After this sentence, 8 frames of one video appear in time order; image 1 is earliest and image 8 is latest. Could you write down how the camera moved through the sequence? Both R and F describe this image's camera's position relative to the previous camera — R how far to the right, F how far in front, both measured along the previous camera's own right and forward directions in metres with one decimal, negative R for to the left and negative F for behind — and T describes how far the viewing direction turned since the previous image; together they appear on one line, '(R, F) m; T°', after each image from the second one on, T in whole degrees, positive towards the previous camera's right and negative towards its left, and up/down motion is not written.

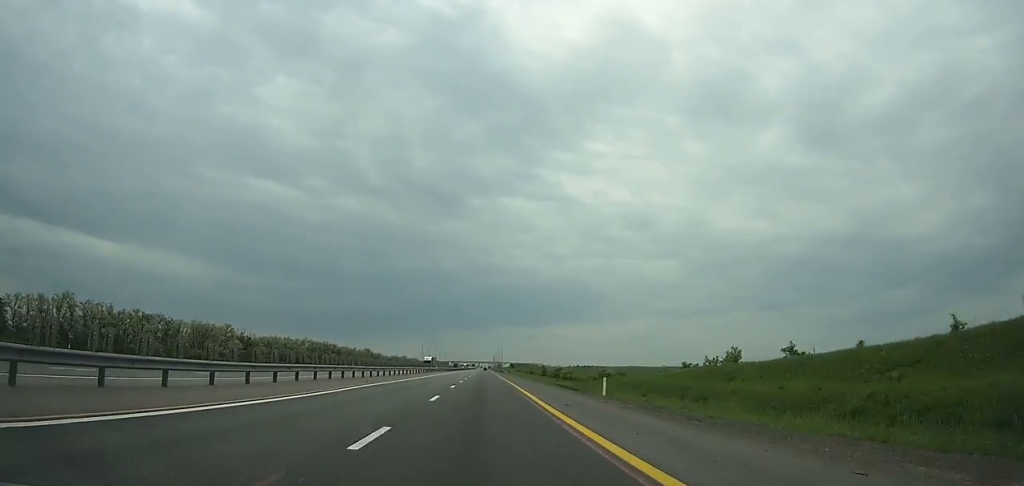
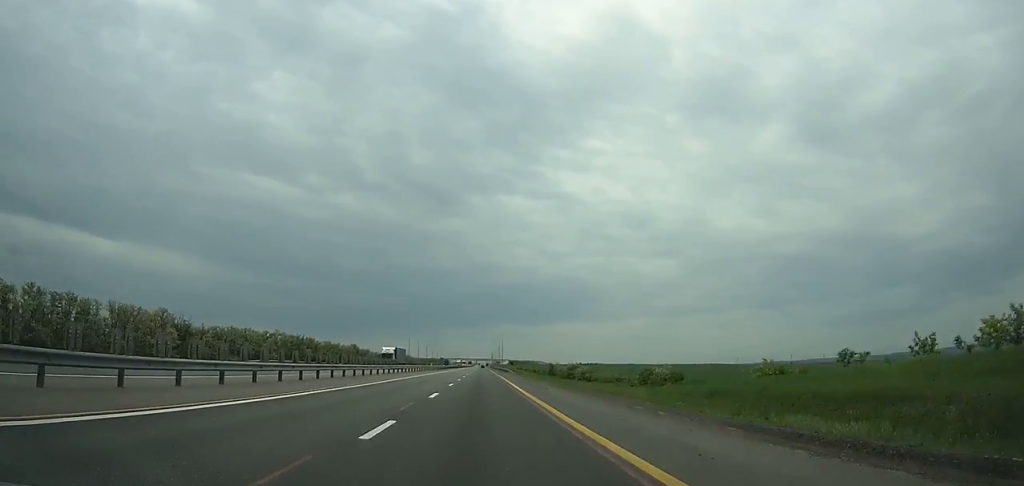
(-0.1, +34.3) m; 0°
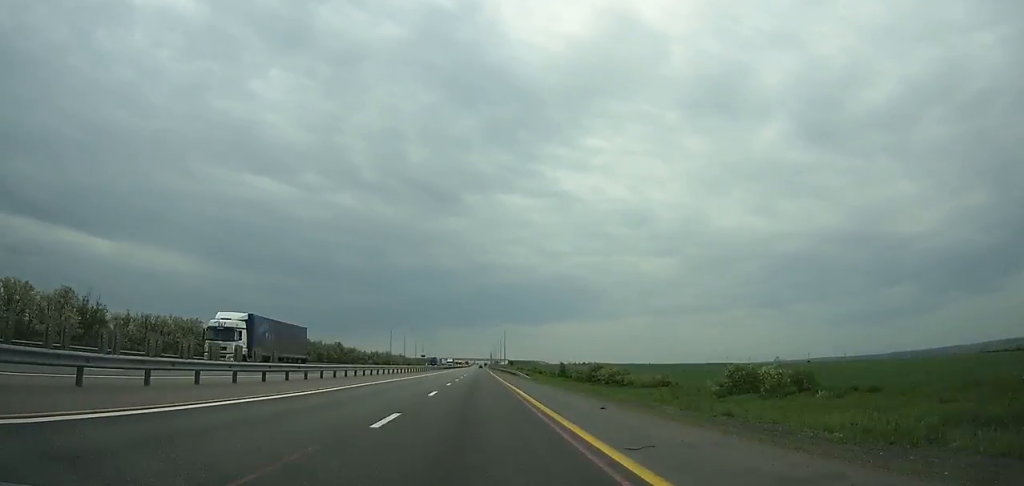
(0.0, +34.4) m; 0°
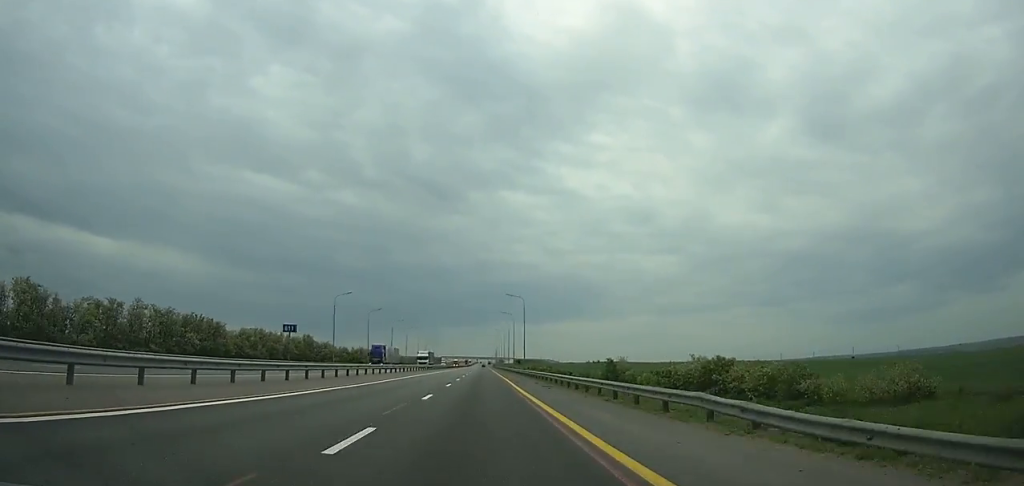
(+0.3, +64.1) m; 0°
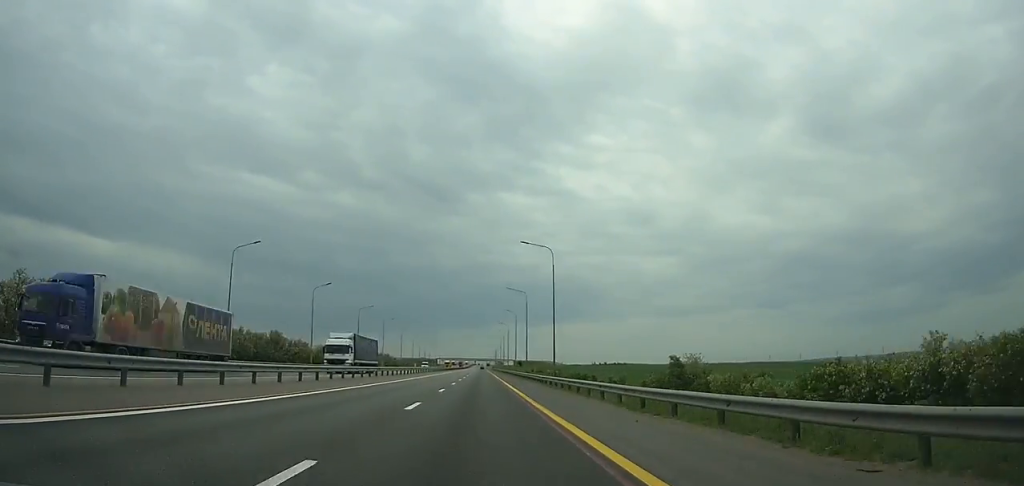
(-0.1, +39.7) m; 0°
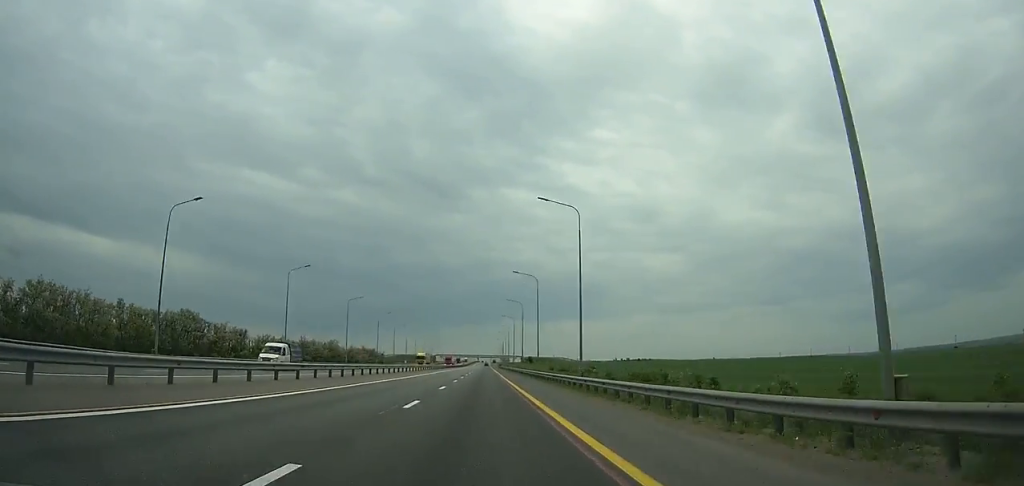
(-0.1, +72.2) m; 0°
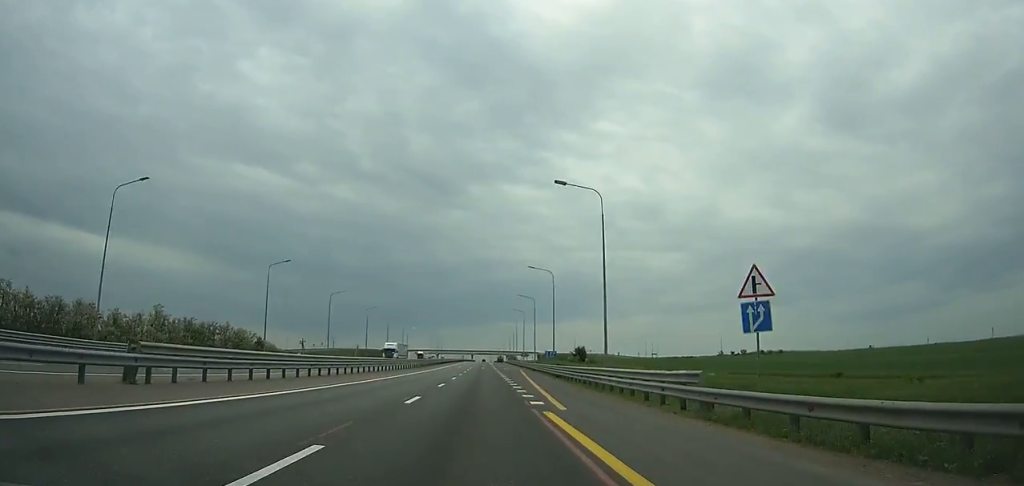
(+0.3, +213.7) m; 0°
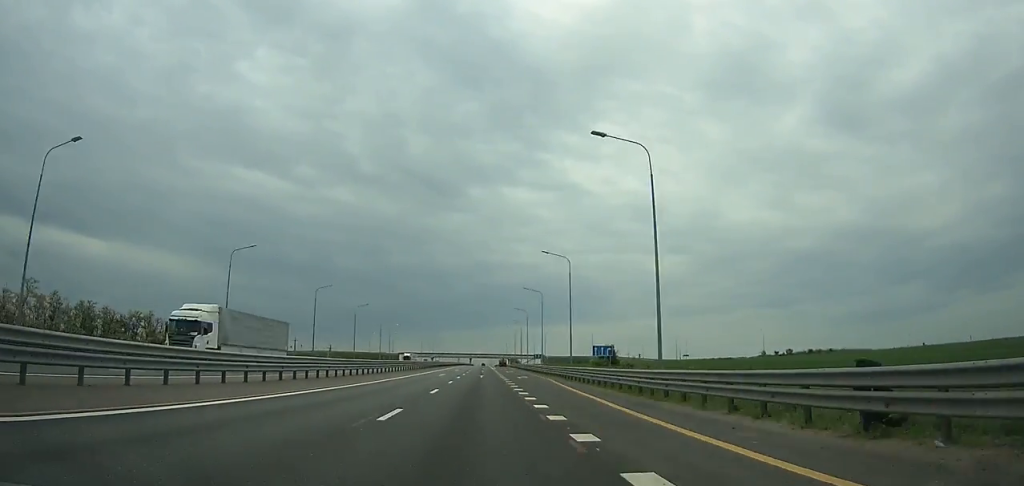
(0.0, +40.4) m; 0°
